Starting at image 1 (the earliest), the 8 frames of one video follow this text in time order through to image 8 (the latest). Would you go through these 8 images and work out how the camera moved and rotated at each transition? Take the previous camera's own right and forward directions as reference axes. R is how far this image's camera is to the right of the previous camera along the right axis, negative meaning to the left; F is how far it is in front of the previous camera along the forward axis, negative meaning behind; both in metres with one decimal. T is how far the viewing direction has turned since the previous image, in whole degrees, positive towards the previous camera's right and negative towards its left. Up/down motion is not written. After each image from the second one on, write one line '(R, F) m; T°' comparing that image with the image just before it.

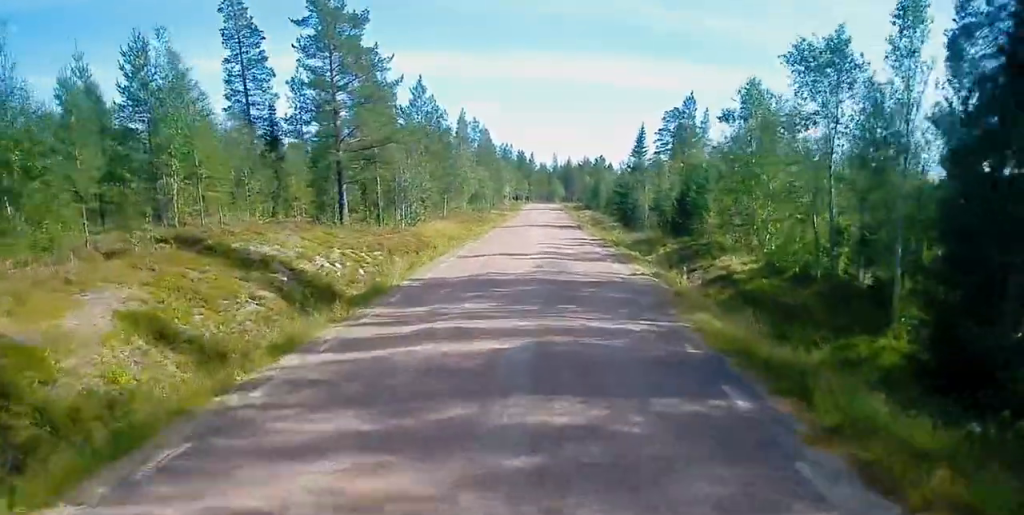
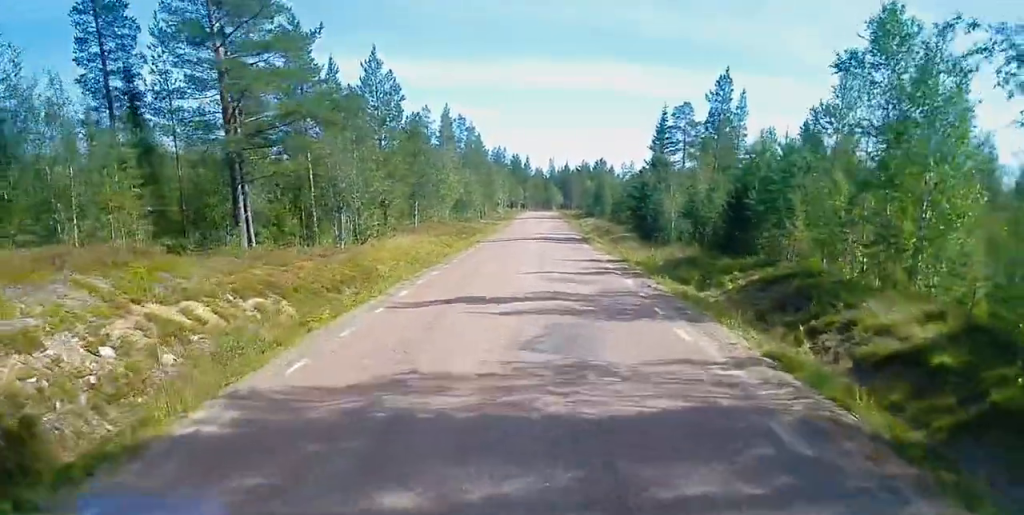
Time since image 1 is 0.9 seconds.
(0.0, +13.7) m; 0°
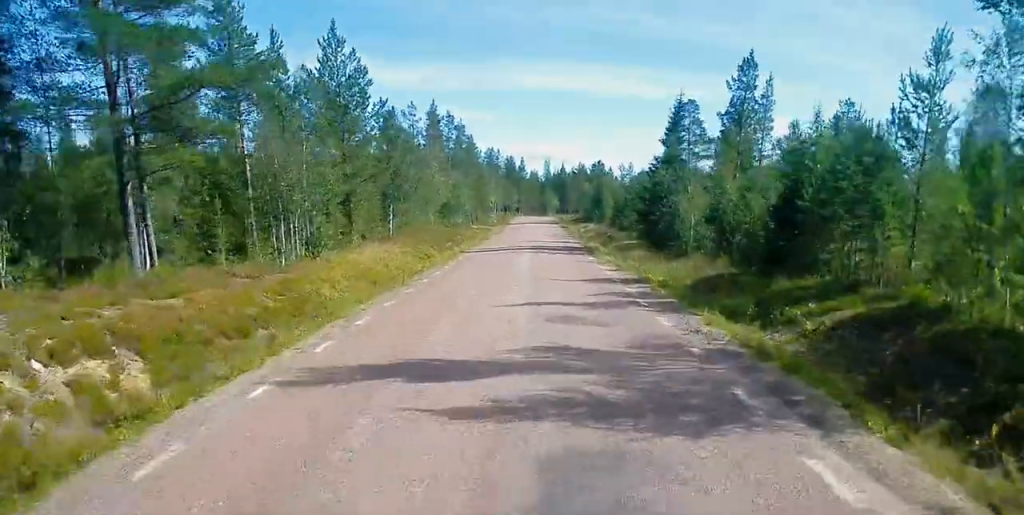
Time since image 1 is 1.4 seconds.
(0.0, +7.3) m; 0°
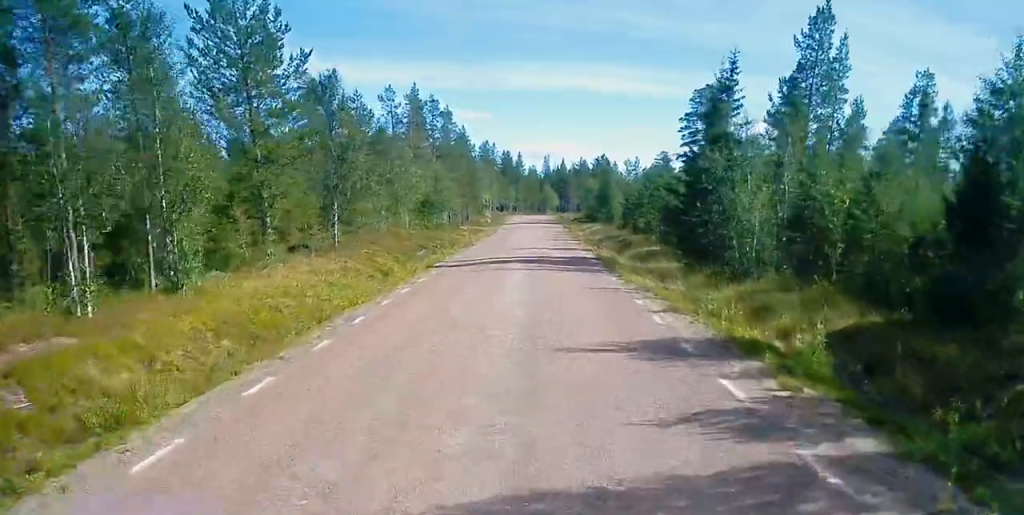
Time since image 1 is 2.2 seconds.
(0.0, +11.9) m; 0°
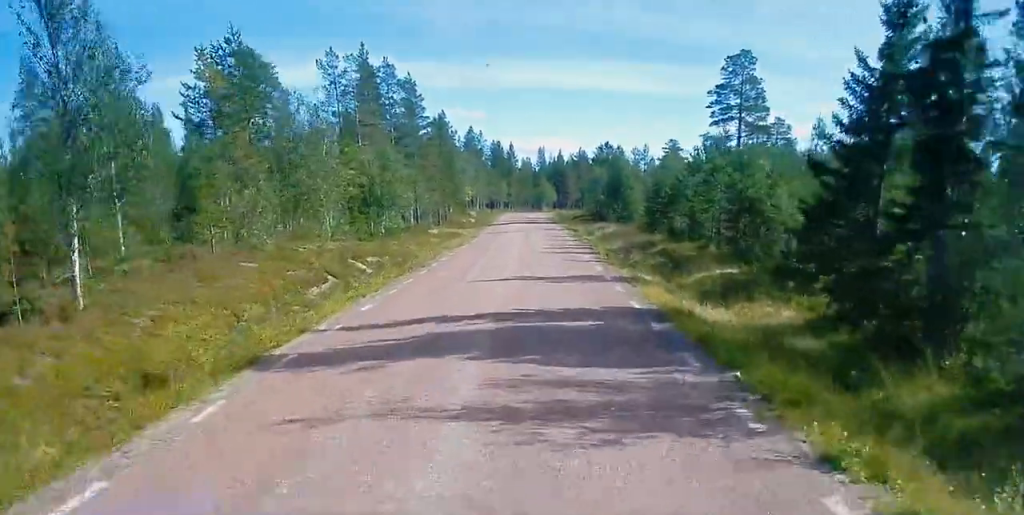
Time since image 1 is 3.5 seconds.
(0.0, +19.3) m; 0°
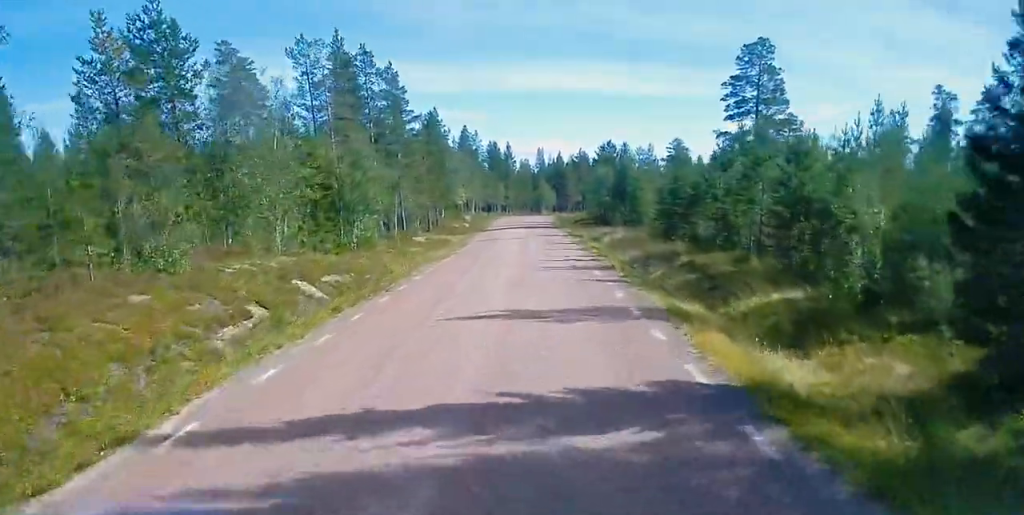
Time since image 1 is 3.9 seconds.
(0.0, +6.9) m; 0°
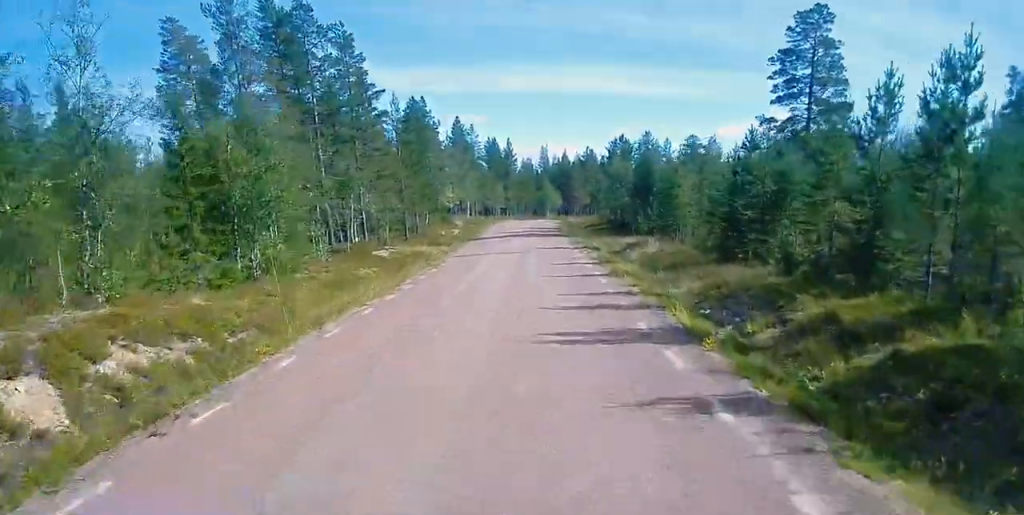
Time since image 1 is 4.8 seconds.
(0.0, +14.1) m; 0°
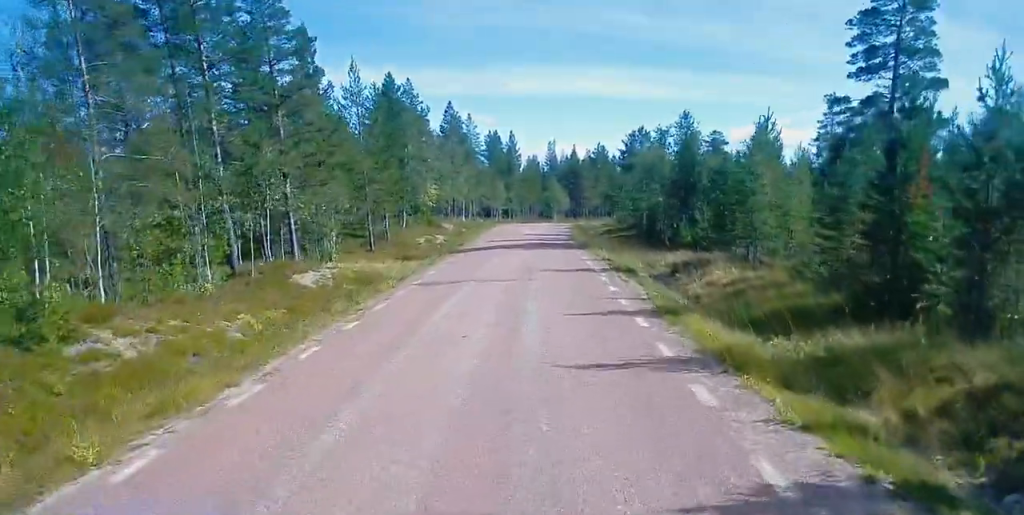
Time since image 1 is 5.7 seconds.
(0.0, +14.1) m; 0°
